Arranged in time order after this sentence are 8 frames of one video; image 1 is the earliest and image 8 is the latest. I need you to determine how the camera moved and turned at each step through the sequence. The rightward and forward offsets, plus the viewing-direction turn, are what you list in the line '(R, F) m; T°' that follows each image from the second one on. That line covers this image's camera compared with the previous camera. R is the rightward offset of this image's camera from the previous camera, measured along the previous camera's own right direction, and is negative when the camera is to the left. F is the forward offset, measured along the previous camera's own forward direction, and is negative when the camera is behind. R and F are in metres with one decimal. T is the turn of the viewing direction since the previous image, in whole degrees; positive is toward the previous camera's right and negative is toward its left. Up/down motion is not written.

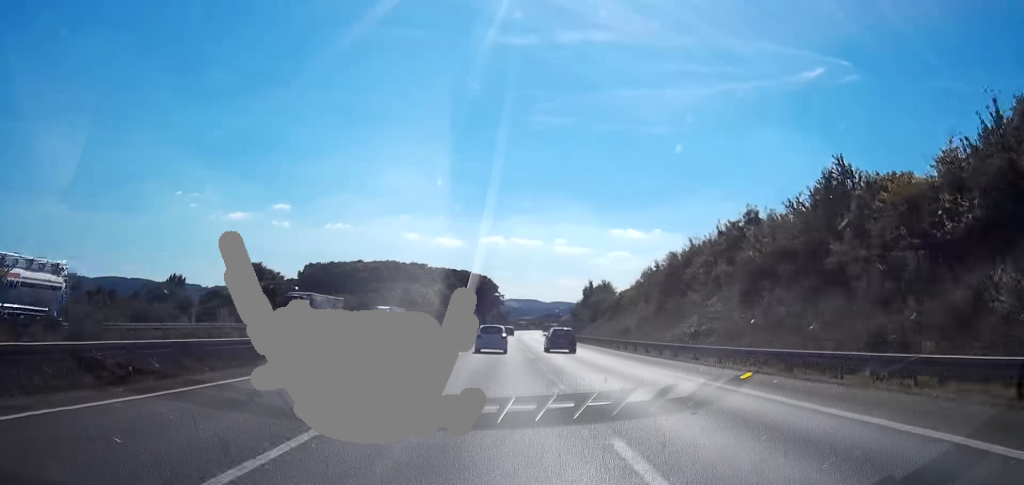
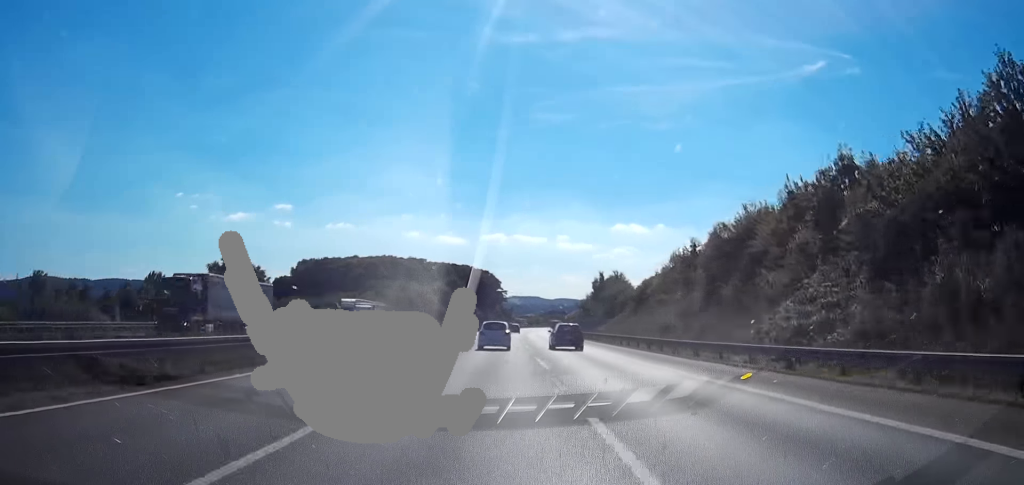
(-0.1, +16.0) m; 0°
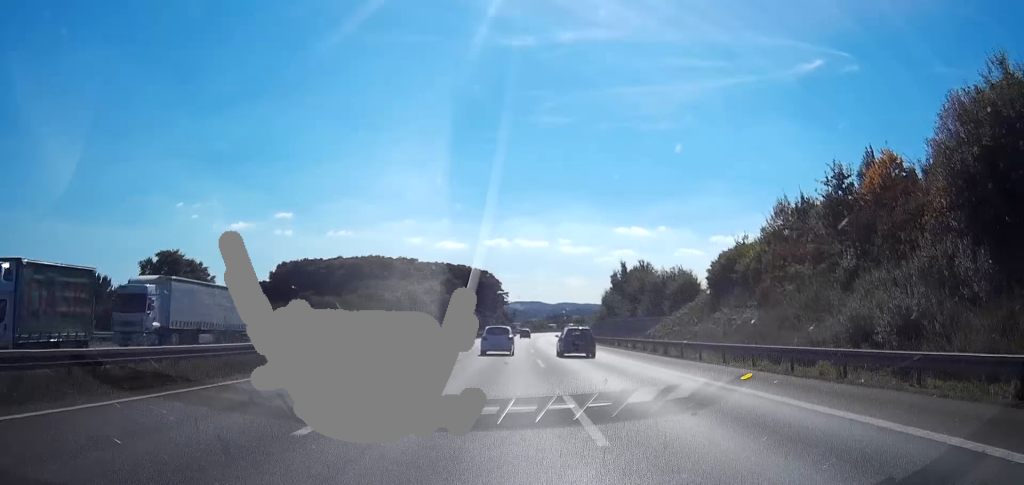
(+0.2, +31.9) m; +2°
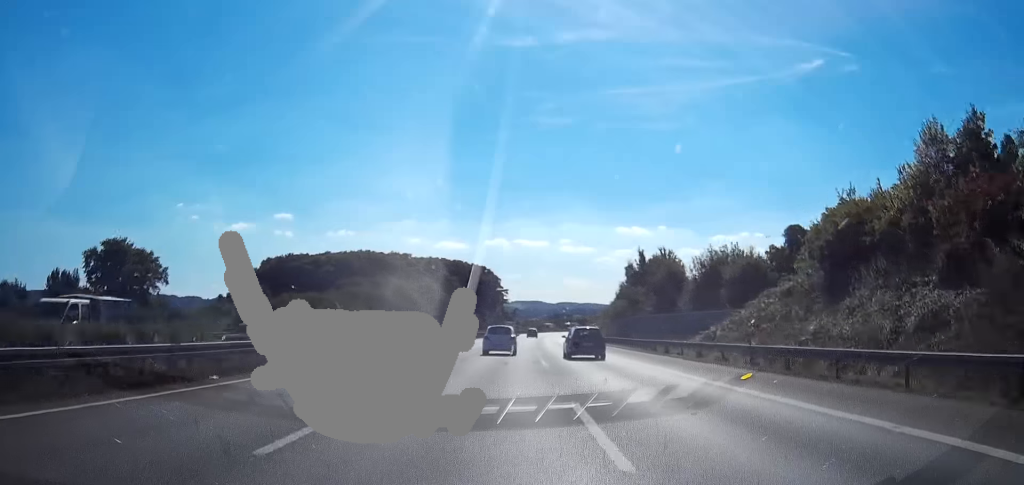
(+0.6, +19.3) m; +2°
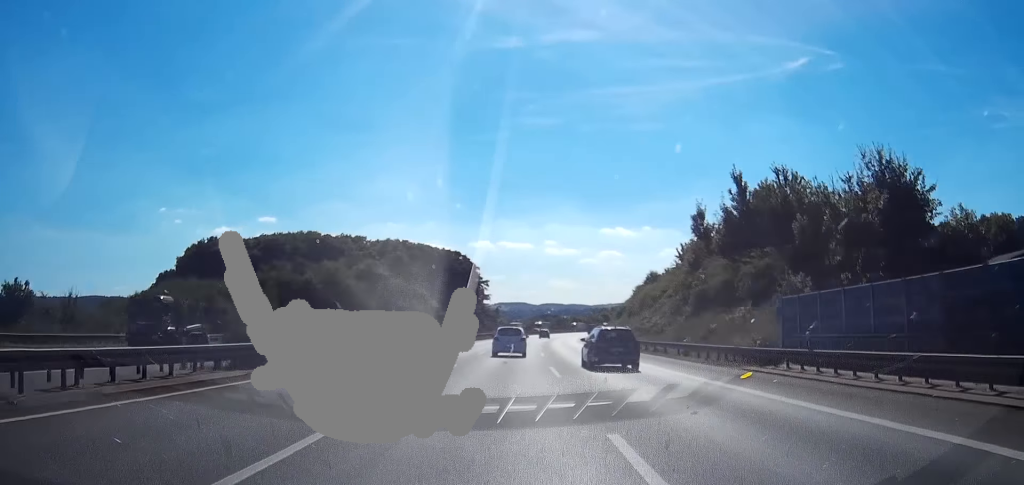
(+1.6, +58.0) m; +3°
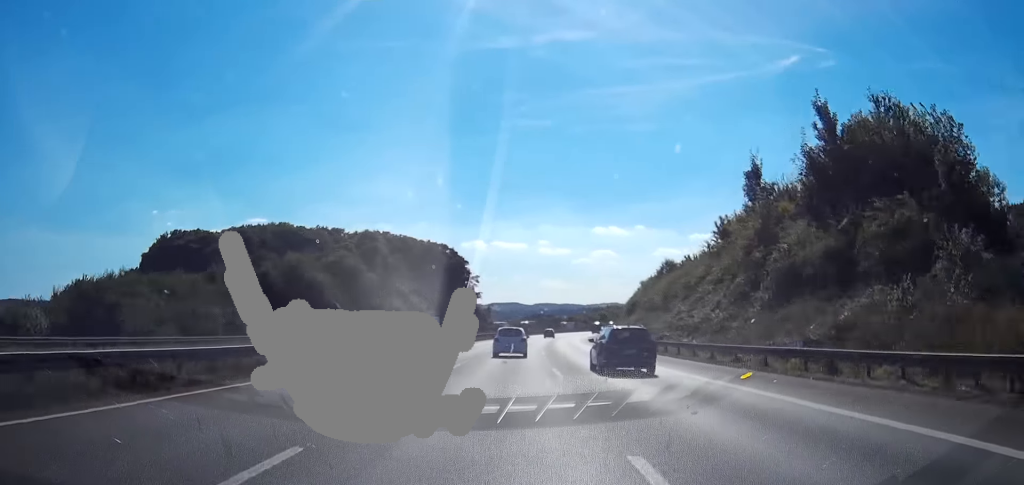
(0.0, +19.4) m; +1°
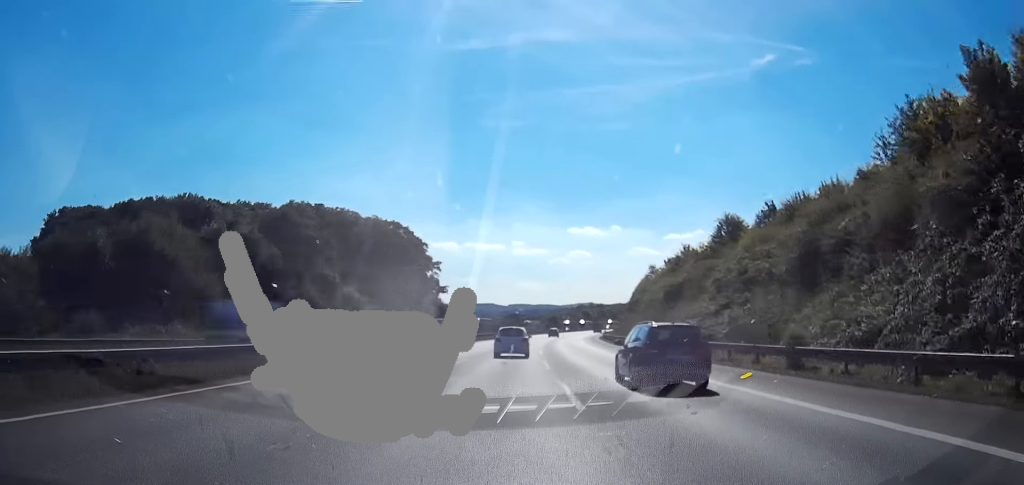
(+0.7, +43.5) m; +1°
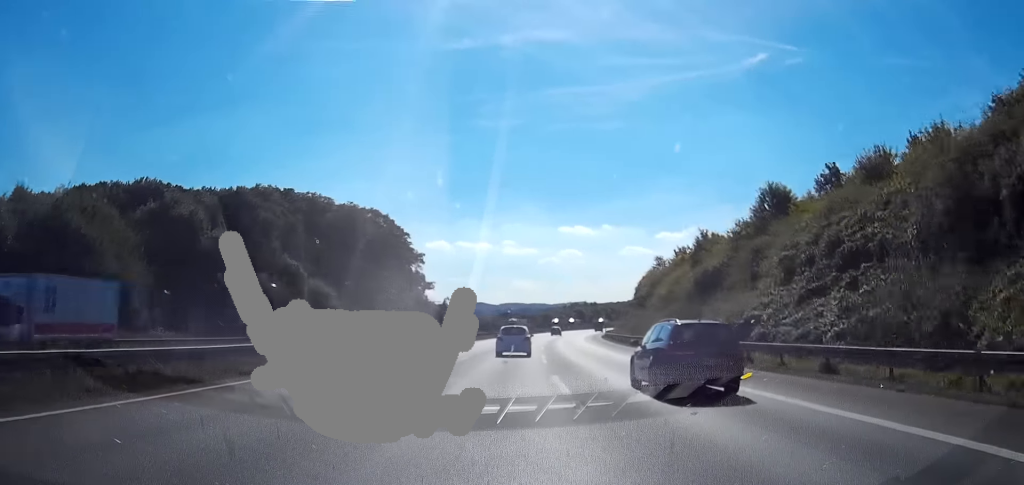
(-0.1, +14.9) m; 0°
